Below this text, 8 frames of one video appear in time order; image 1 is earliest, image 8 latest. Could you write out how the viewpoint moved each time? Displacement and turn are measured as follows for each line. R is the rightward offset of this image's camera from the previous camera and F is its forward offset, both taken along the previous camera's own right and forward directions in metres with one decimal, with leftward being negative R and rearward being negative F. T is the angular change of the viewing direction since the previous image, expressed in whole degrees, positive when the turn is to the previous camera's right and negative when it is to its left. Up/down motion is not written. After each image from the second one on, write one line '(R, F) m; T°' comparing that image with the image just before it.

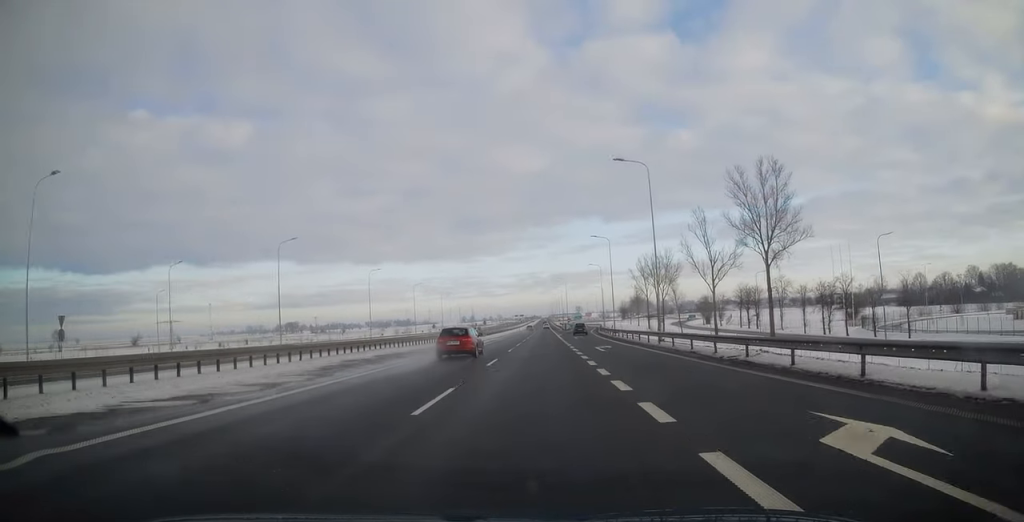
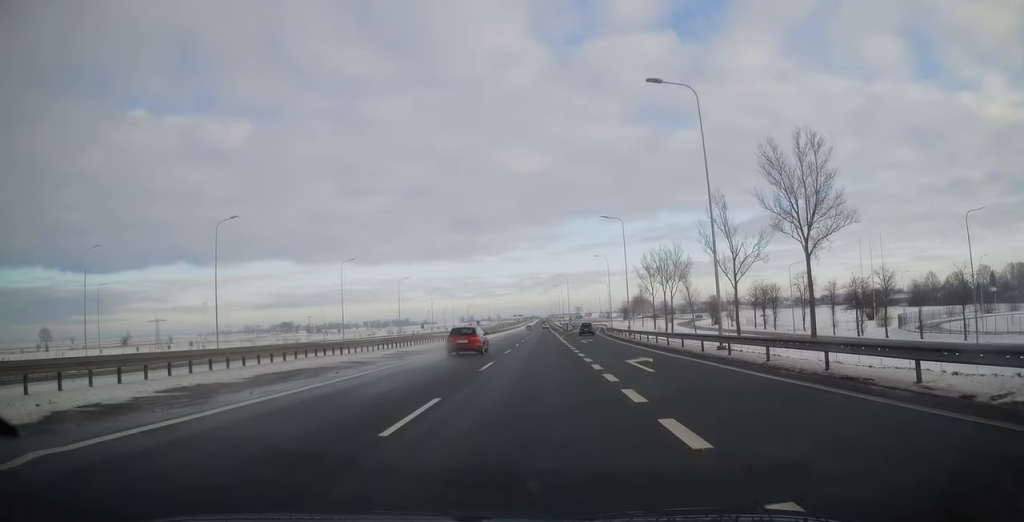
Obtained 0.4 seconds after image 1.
(-0.1, +13.8) m; 0°
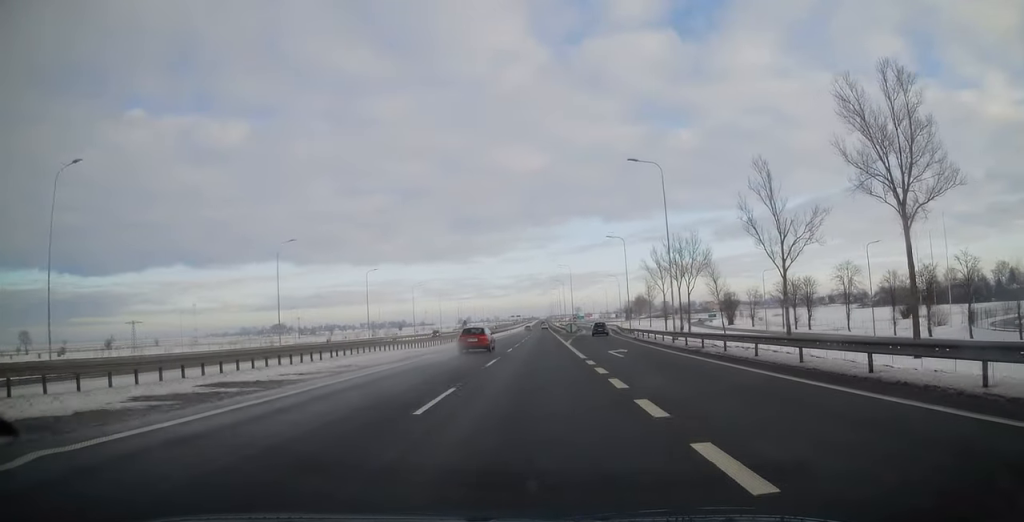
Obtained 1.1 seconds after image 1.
(-0.2, +21.8) m; -1°
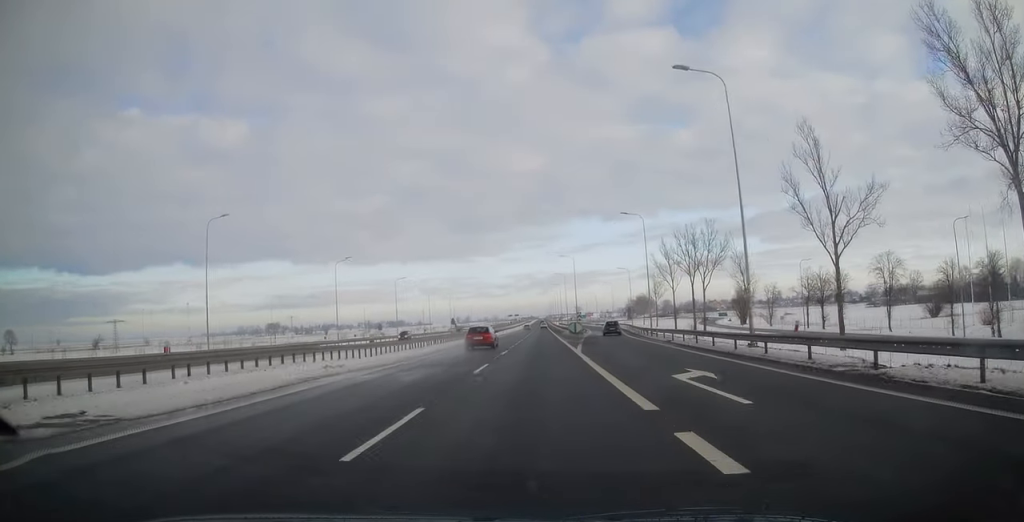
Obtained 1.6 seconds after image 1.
(0.0, +15.4) m; 0°
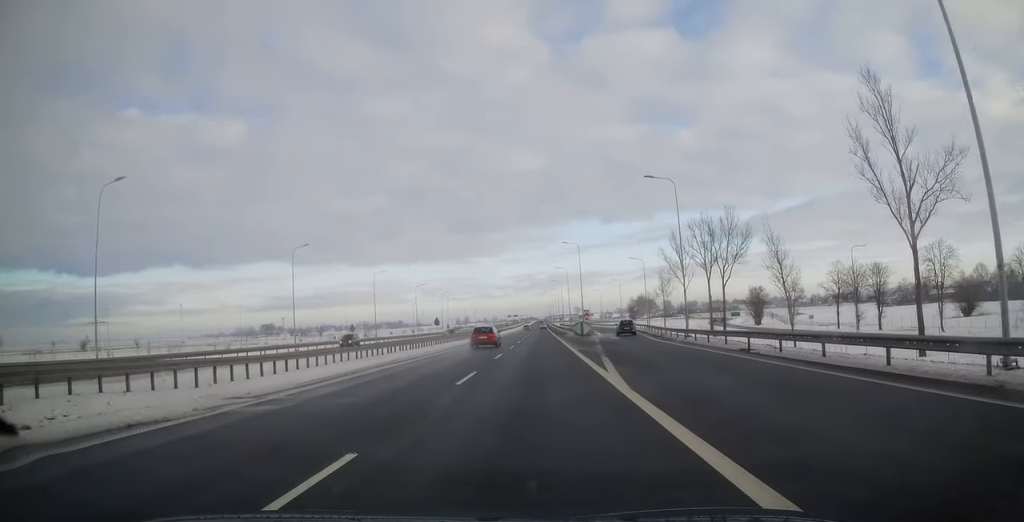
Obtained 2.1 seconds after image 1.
(-0.1, +15.4) m; 0°
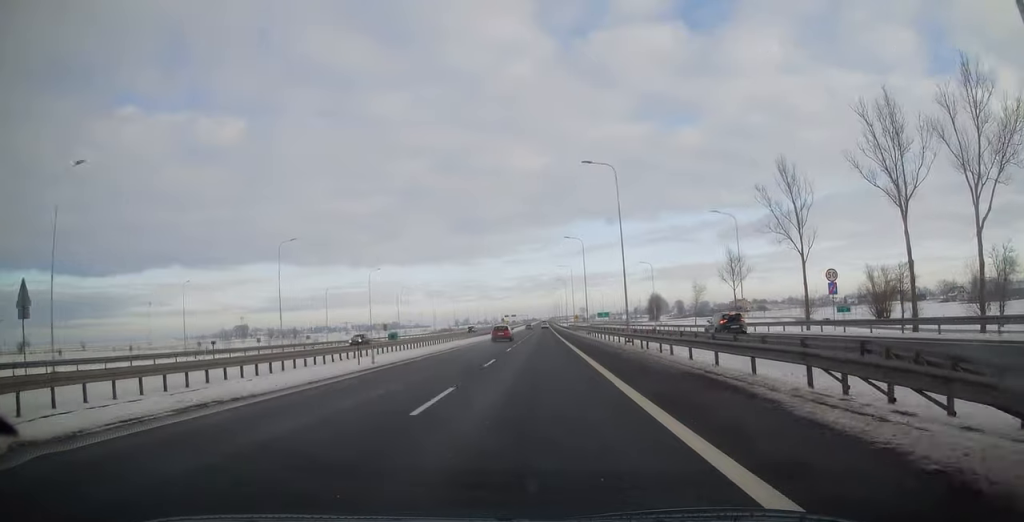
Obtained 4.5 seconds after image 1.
(-0.1, +76.5) m; 0°
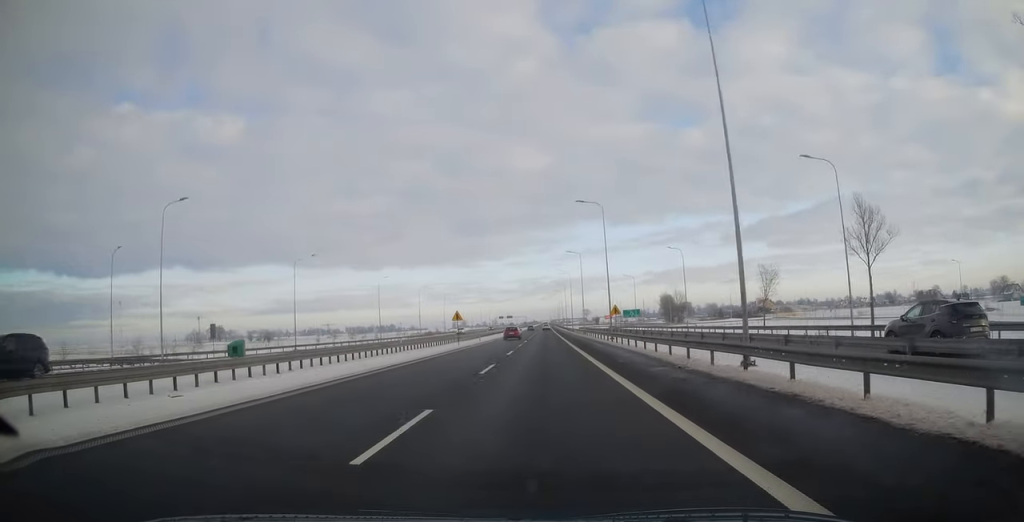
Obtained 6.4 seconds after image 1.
(+0.6, +59.5) m; 0°
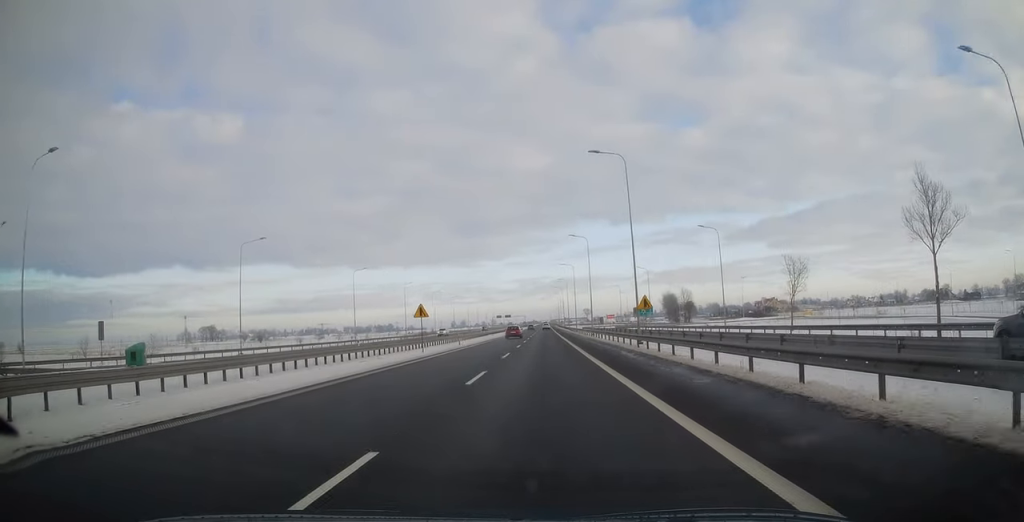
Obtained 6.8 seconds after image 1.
(-0.1, +15.4) m; 0°
